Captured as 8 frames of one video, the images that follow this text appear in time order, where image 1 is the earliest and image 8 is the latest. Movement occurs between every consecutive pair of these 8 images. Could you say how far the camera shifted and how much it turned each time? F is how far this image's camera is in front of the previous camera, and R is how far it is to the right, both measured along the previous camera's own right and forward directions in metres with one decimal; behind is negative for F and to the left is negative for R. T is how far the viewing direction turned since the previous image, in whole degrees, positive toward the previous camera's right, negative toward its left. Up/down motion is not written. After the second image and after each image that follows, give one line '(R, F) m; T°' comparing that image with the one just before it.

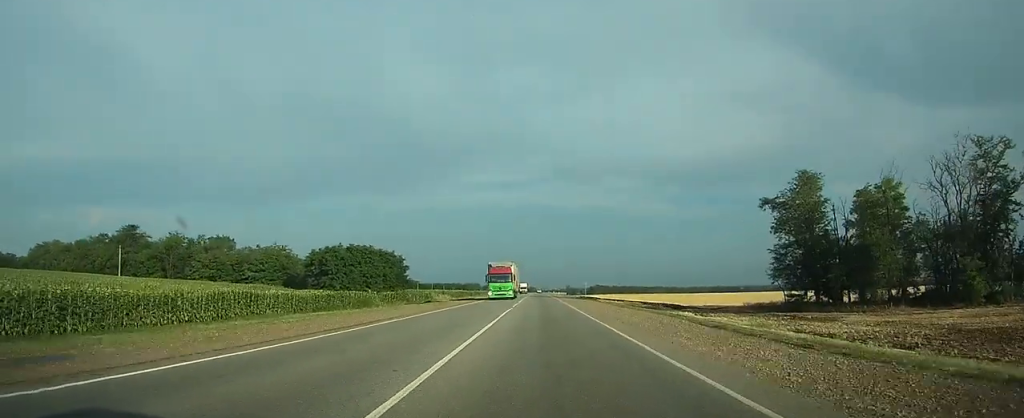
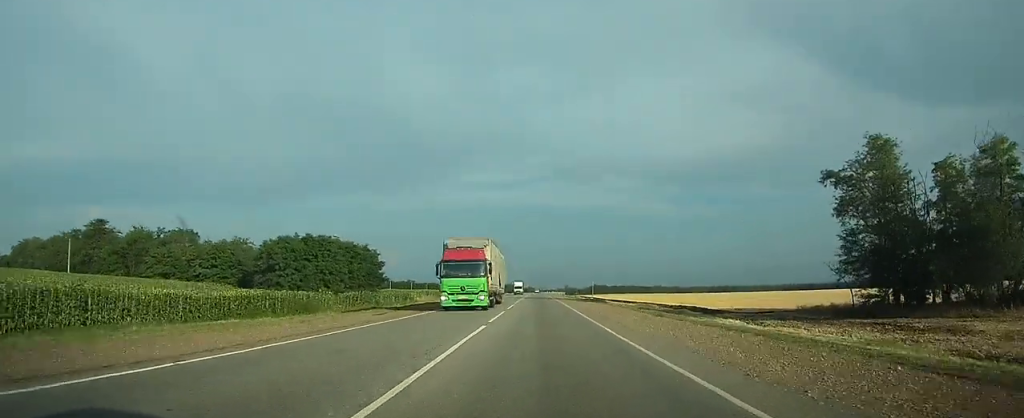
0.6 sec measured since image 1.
(0.0, +14.7) m; 0°
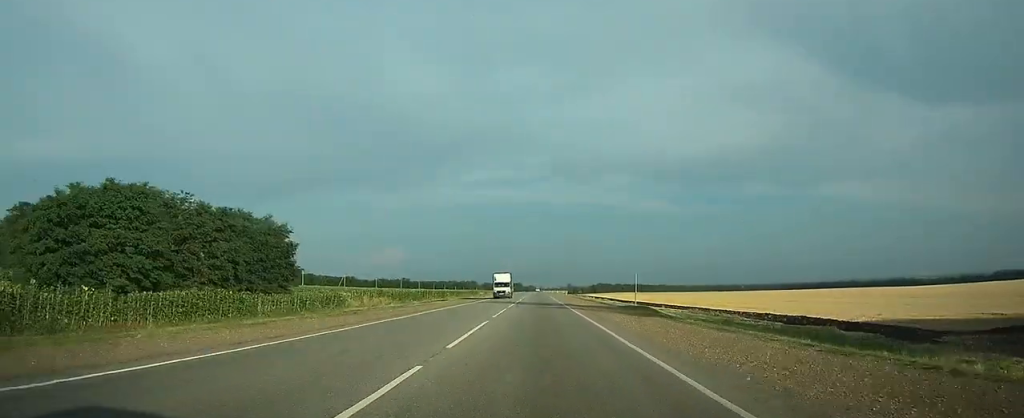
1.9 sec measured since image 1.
(0.0, +32.4) m; 0°
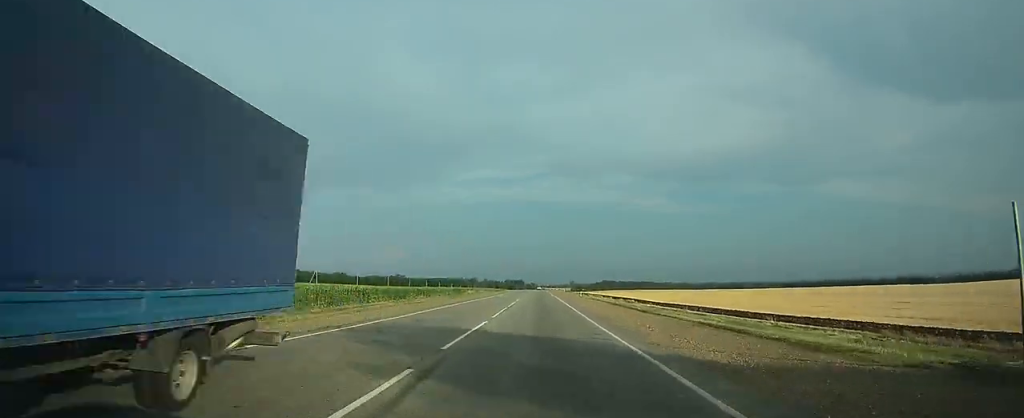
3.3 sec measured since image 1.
(0.0, +35.8) m; 0°
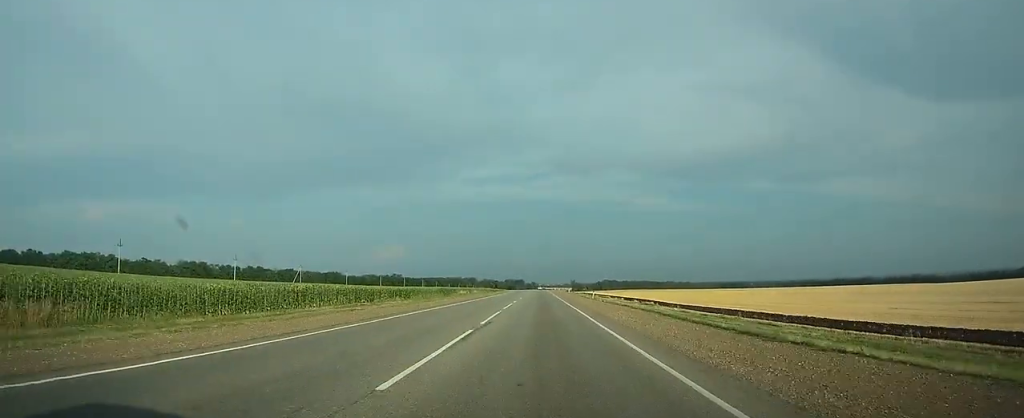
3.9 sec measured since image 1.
(0.0, +16.4) m; 0°
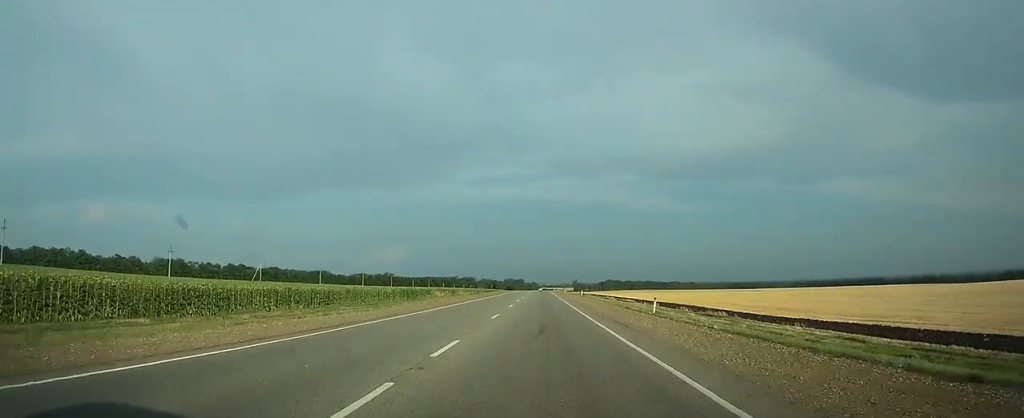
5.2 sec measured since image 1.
(0.0, +32.4) m; 0°
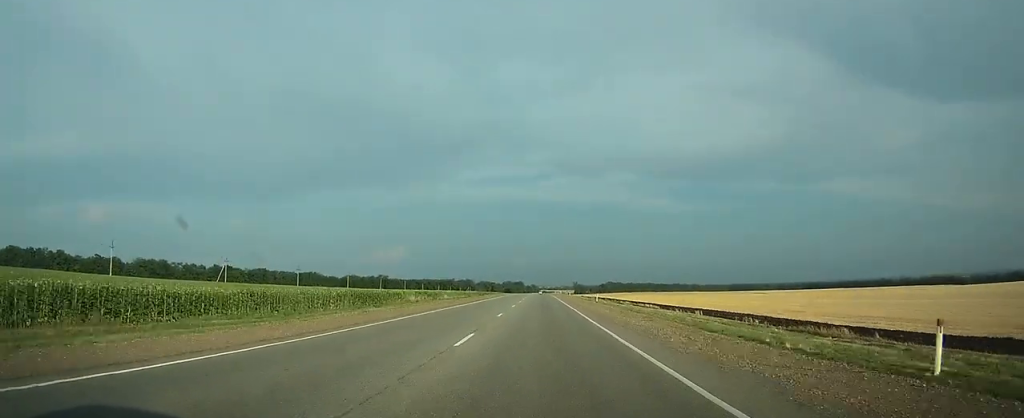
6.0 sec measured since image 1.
(0.0, +21.3) m; 0°
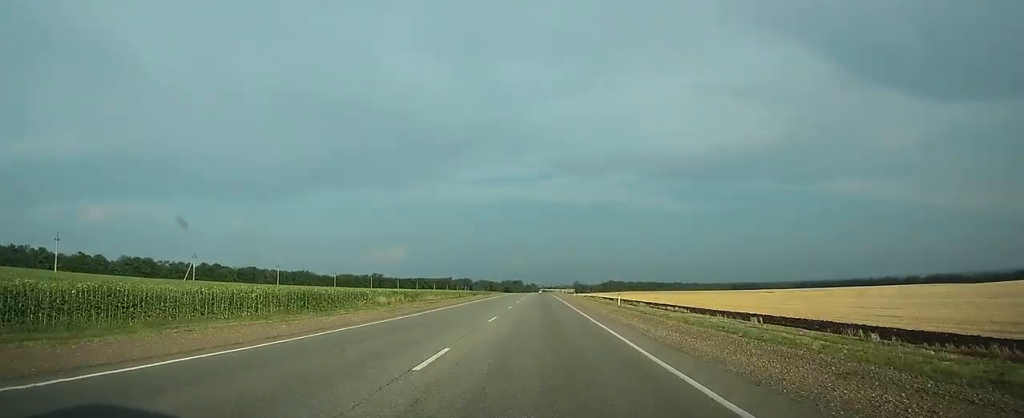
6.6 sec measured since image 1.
(0.0, +16.1) m; 0°
